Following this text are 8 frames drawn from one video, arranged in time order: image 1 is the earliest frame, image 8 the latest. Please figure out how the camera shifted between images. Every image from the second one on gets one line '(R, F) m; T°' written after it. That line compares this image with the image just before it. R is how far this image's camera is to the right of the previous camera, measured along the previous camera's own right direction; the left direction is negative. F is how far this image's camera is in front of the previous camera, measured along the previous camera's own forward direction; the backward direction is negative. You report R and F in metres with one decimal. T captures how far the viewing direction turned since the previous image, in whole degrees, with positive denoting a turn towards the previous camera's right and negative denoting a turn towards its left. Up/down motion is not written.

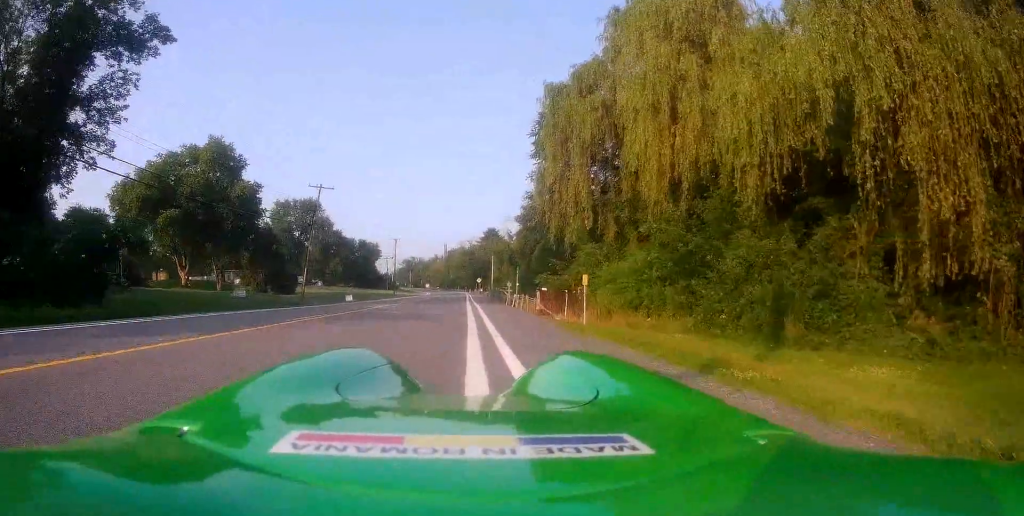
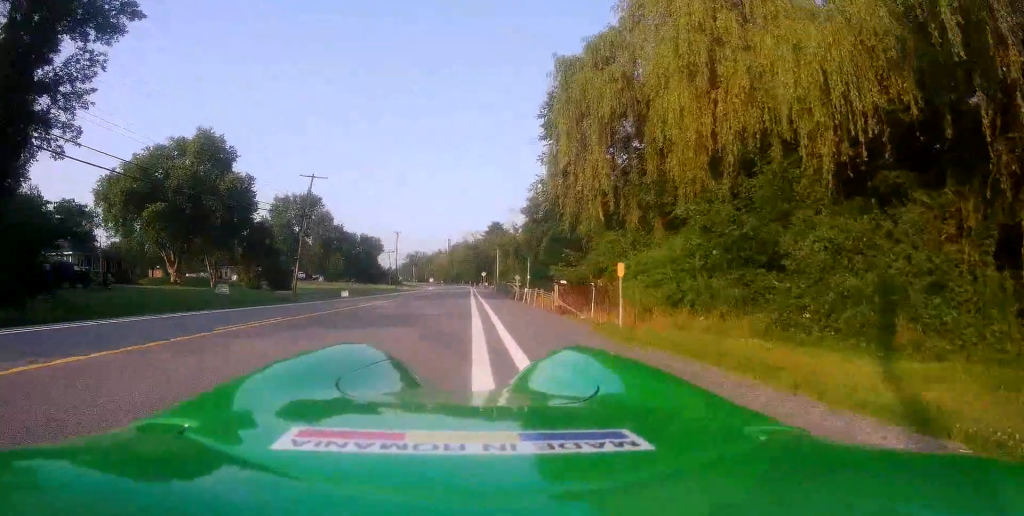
(+0.1, +3.7) m; +2°
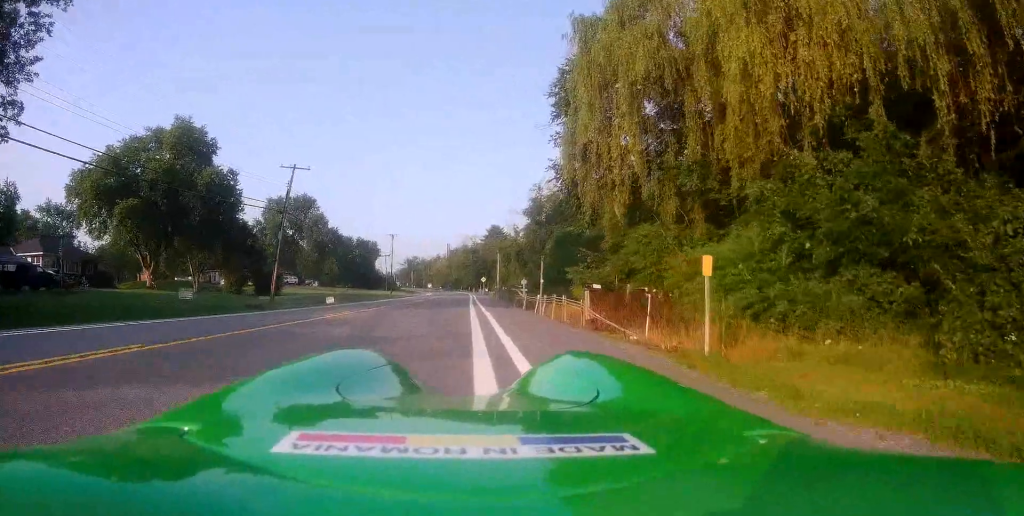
(0.0, +5.5) m; -1°
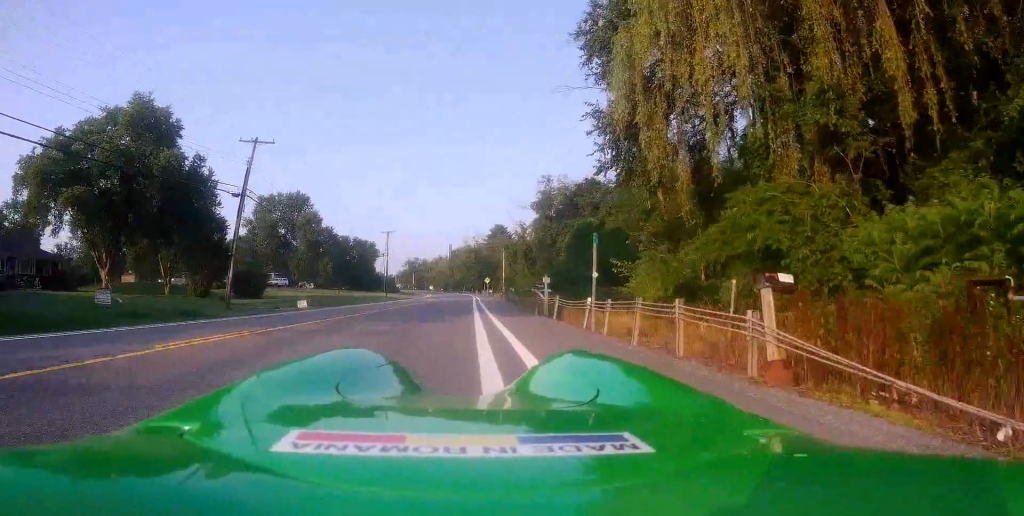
(-0.2, +8.7) m; -1°
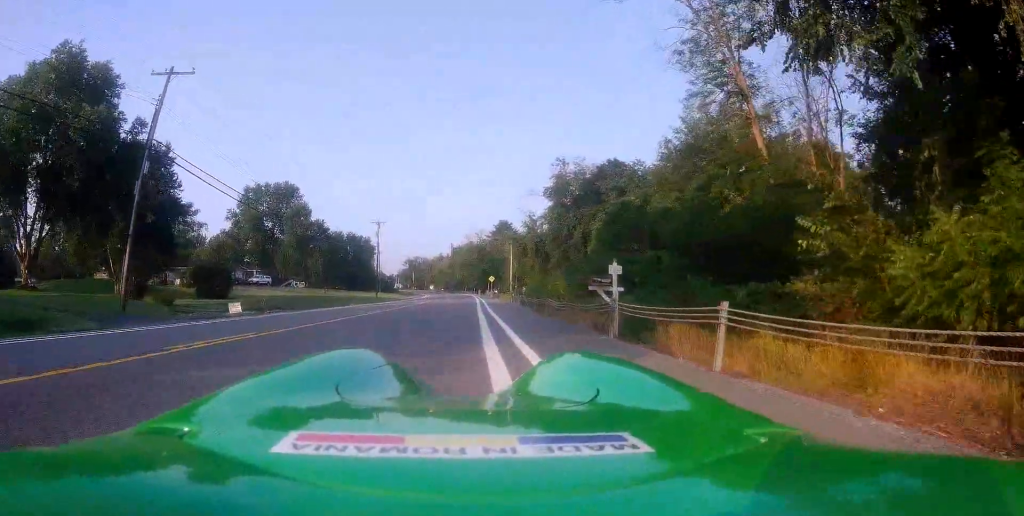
(+0.1, +11.6) m; -2°
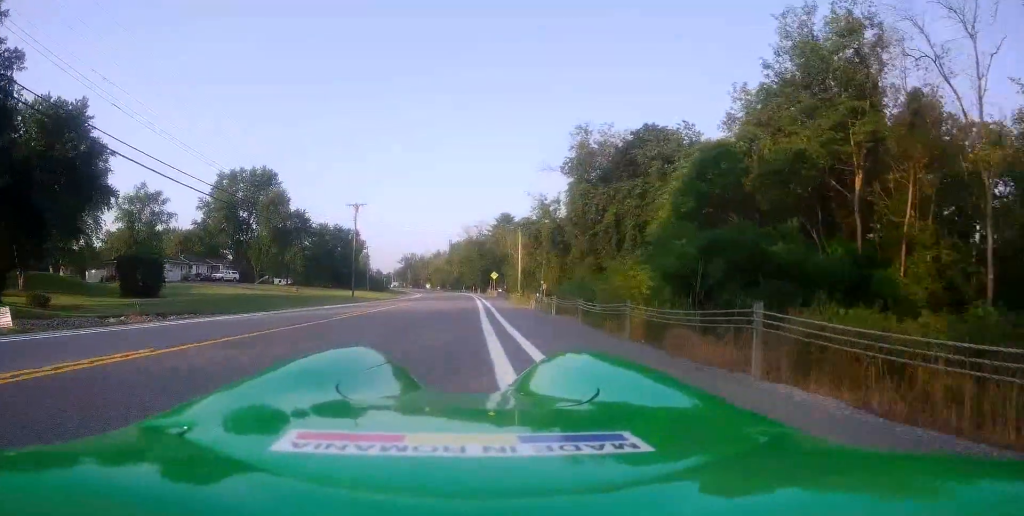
(+0.1, +15.1) m; +5°
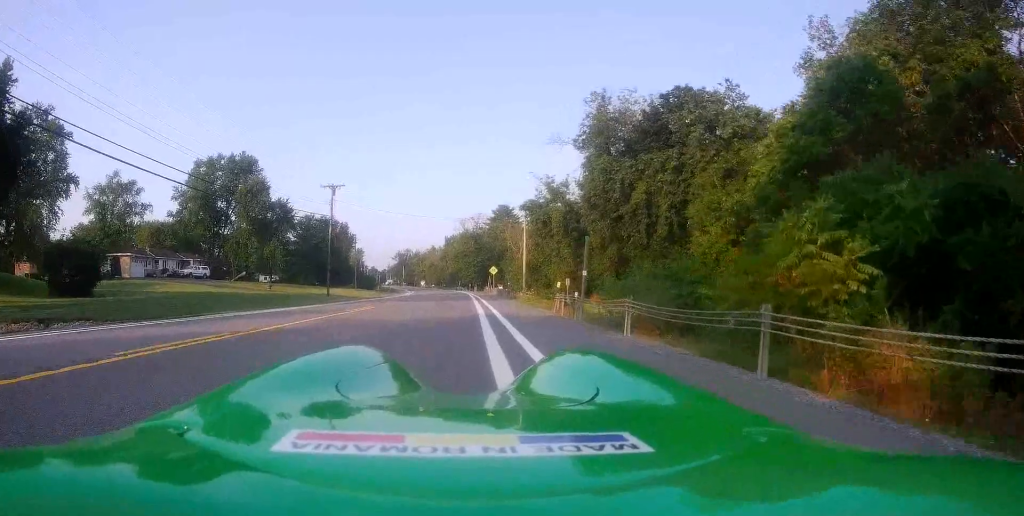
(+0.2, +9.8) m; 0°
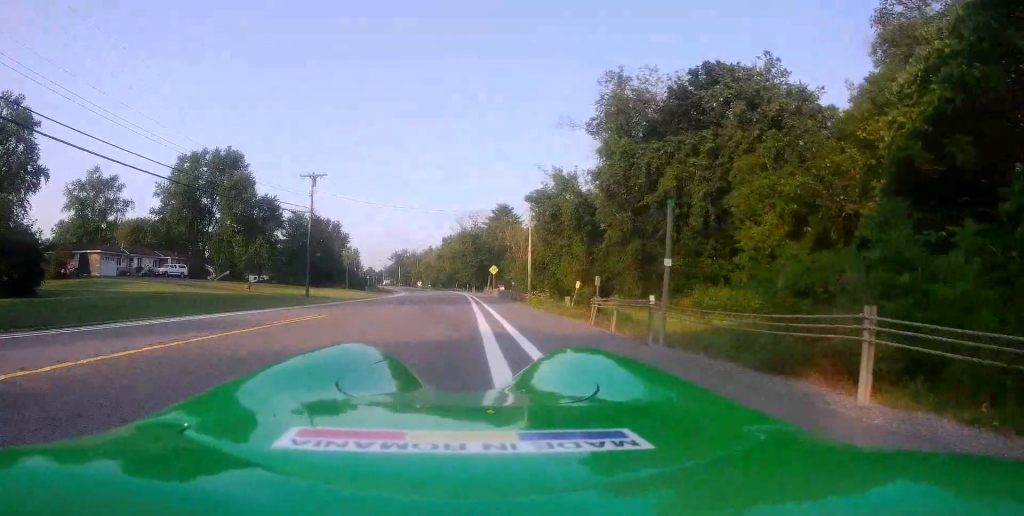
(-0.1, +6.2) m; 0°
